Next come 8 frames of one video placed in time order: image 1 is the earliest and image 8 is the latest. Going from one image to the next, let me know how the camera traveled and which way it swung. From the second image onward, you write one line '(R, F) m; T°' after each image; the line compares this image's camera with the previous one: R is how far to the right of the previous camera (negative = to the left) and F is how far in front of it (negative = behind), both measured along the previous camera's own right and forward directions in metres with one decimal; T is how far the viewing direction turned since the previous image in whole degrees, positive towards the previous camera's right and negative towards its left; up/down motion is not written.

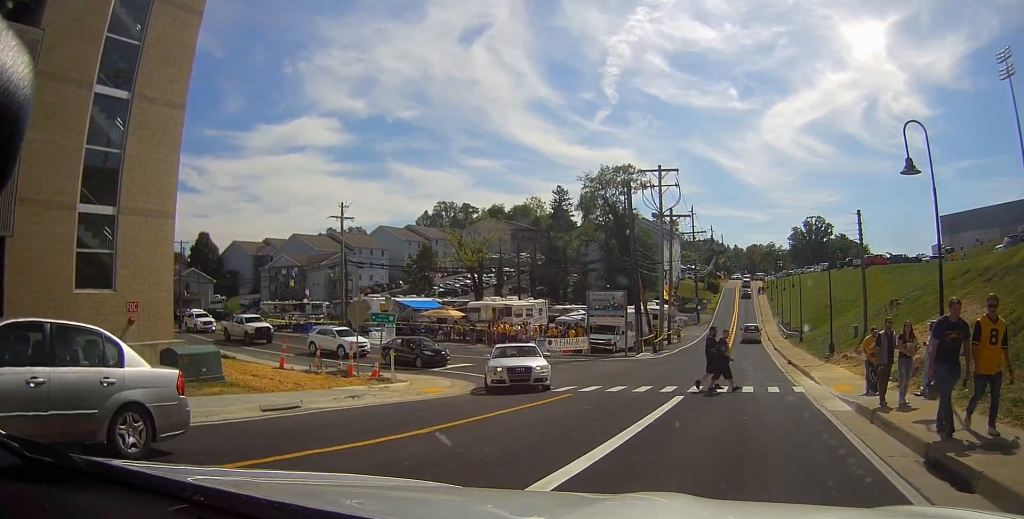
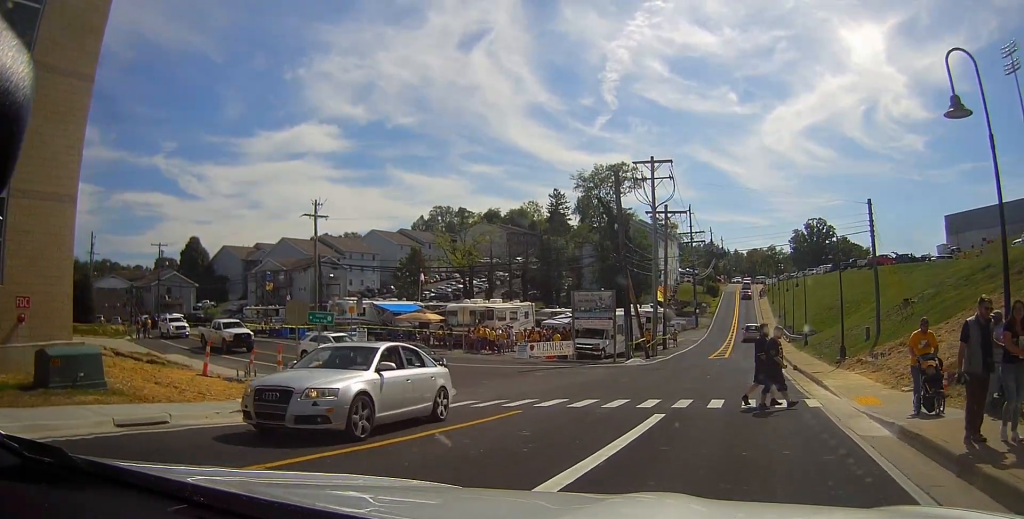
(0.0, +3.8) m; 0°
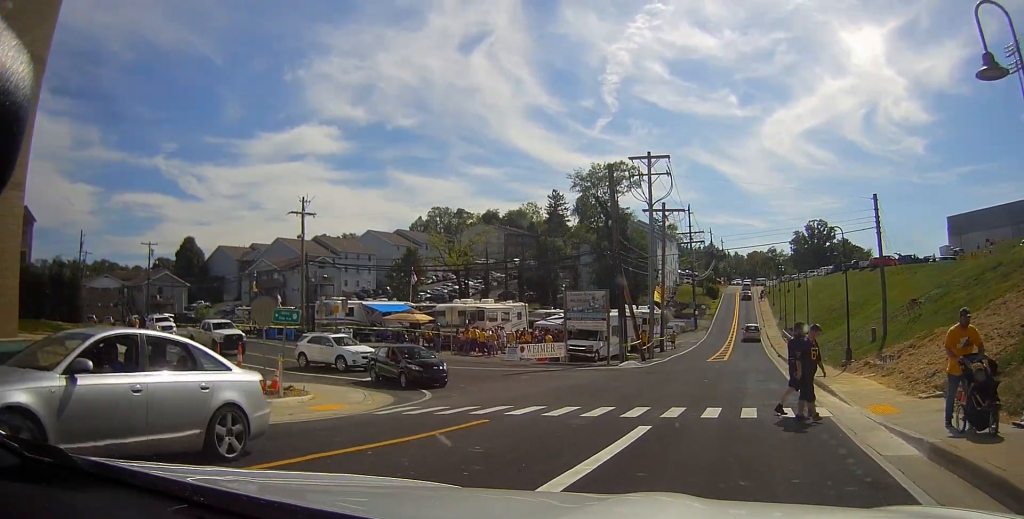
(0.0, +1.9) m; 0°
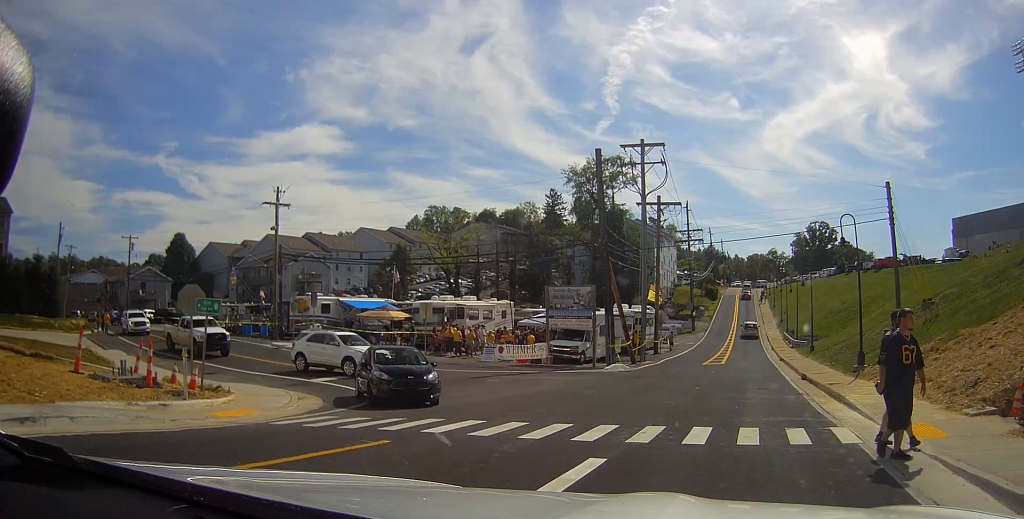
(0.0, +3.9) m; 0°
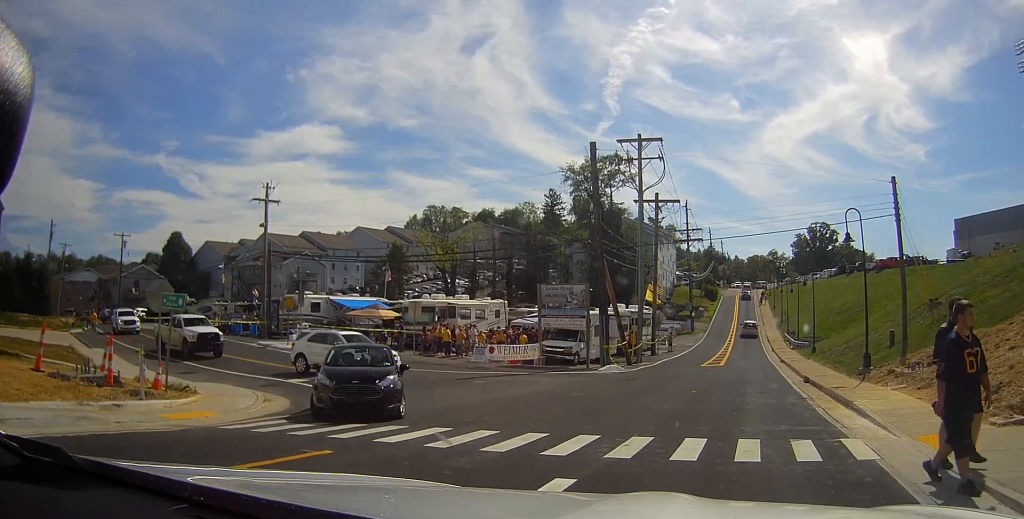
(0.0, +1.6) m; 0°
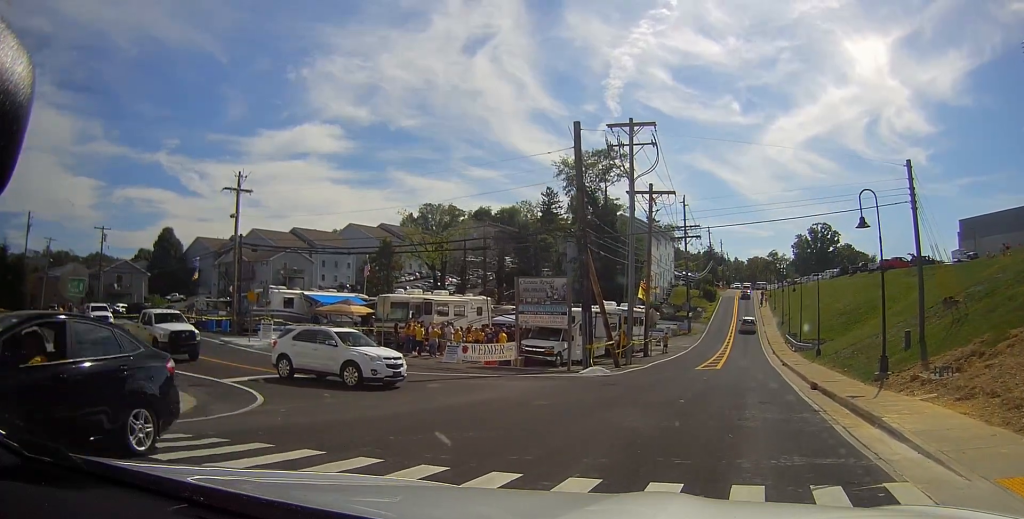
(0.0, +3.9) m; 0°
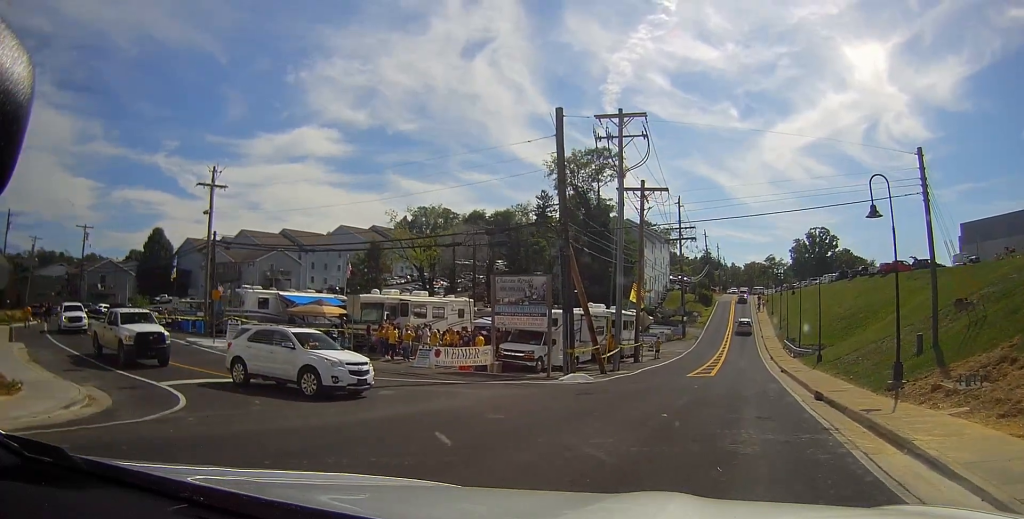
(0.0, +2.8) m; 0°
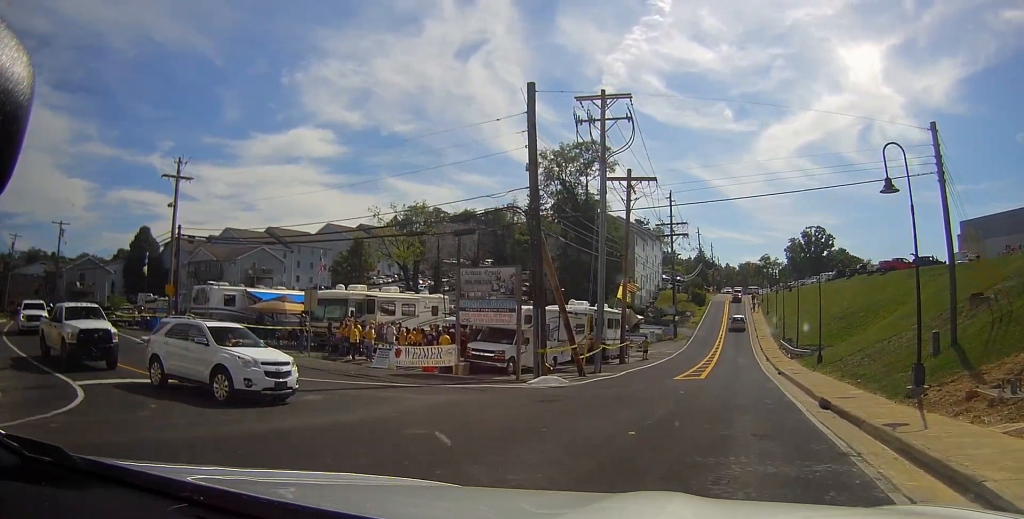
(0.0, +3.2) m; 0°
